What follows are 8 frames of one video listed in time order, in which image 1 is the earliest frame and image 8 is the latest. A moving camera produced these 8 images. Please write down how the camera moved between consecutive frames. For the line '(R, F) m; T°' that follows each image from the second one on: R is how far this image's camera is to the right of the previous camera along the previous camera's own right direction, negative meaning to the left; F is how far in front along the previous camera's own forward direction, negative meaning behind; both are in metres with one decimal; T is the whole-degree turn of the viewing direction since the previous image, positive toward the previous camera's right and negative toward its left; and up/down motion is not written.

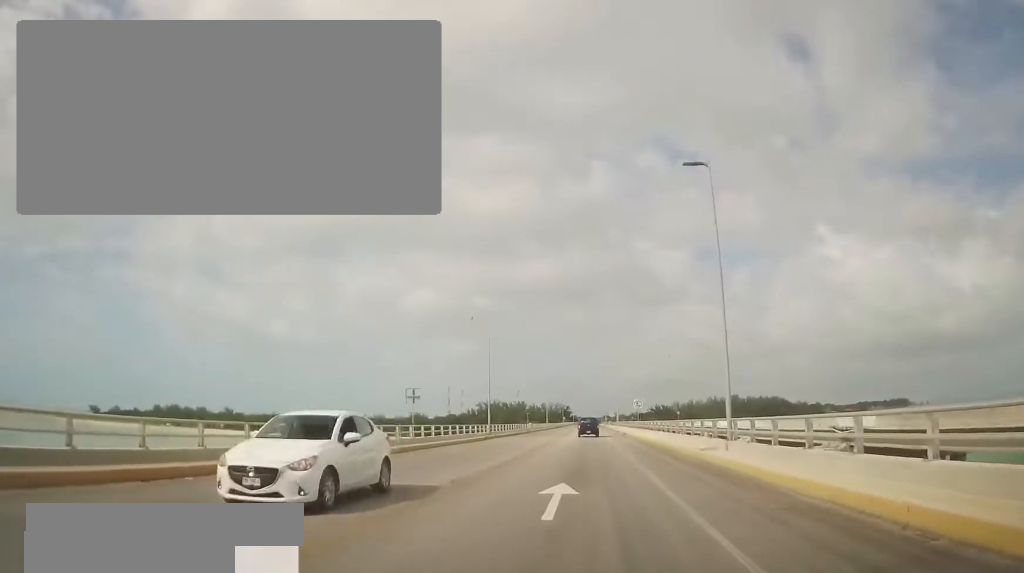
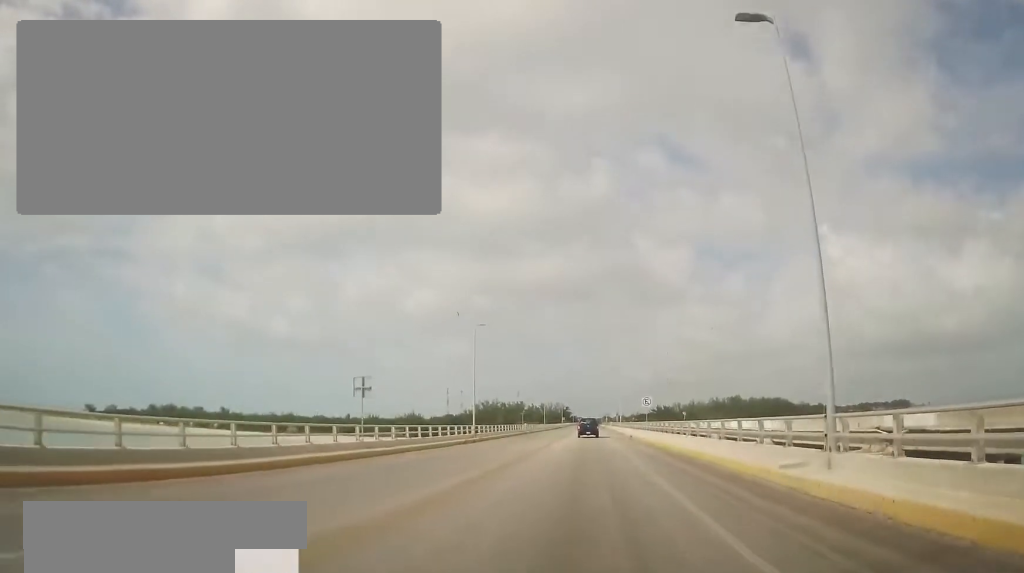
(-0.1, +8.2) m; +1°
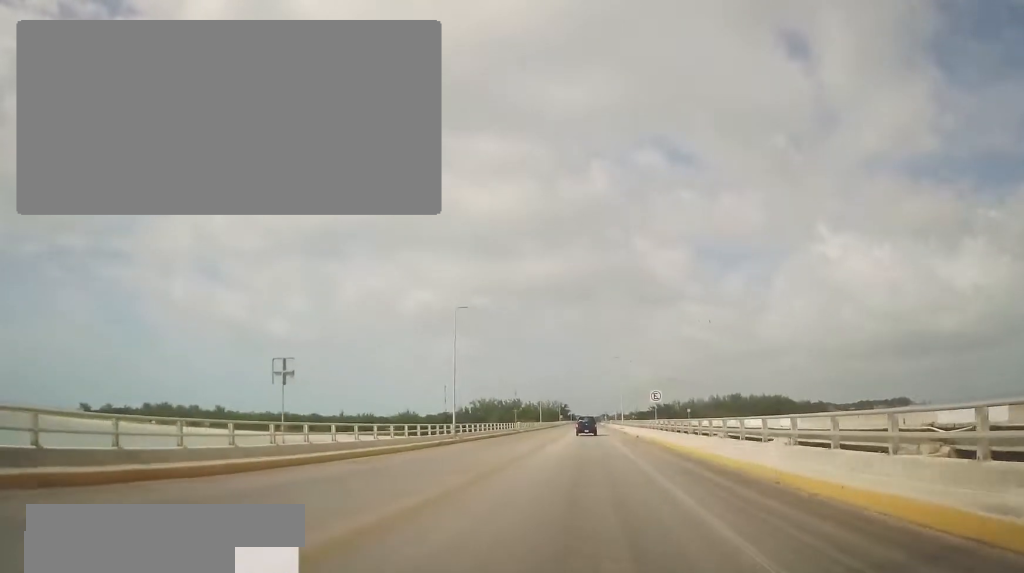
(+0.3, +7.4) m; 0°
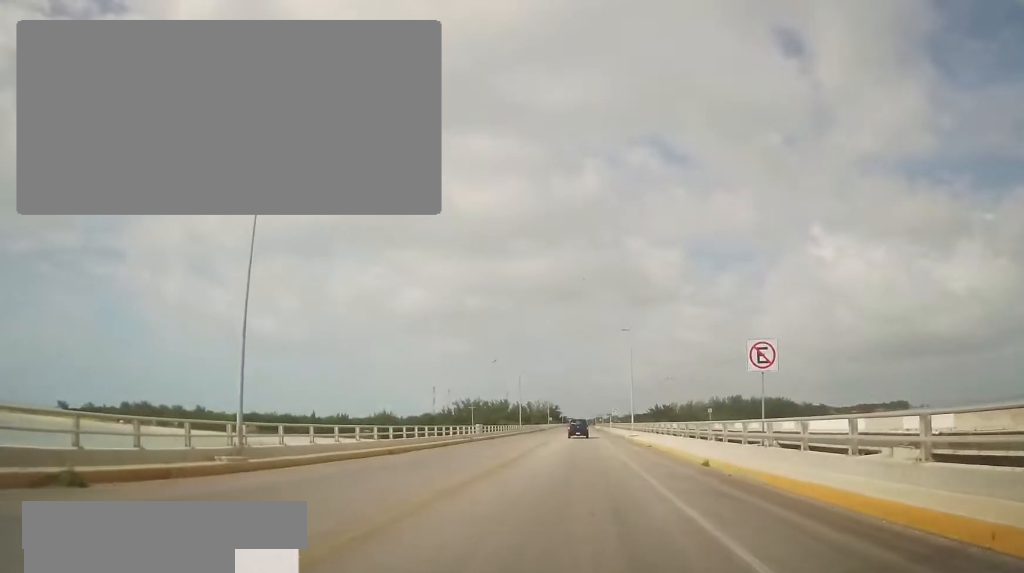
(0.0, +27.7) m; 0°
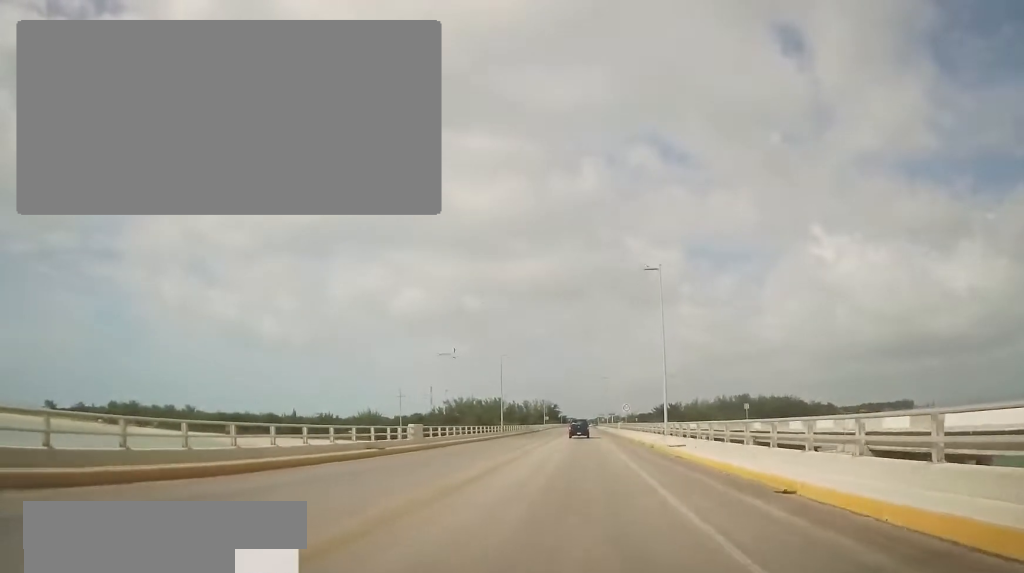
(+0.4, +22.2) m; +1°
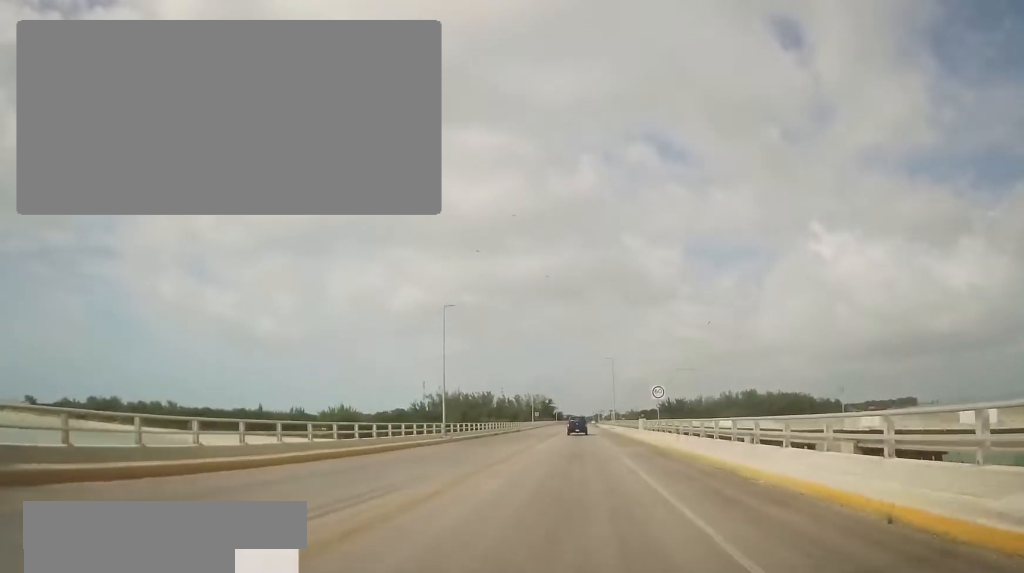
(0.0, +30.0) m; -1°
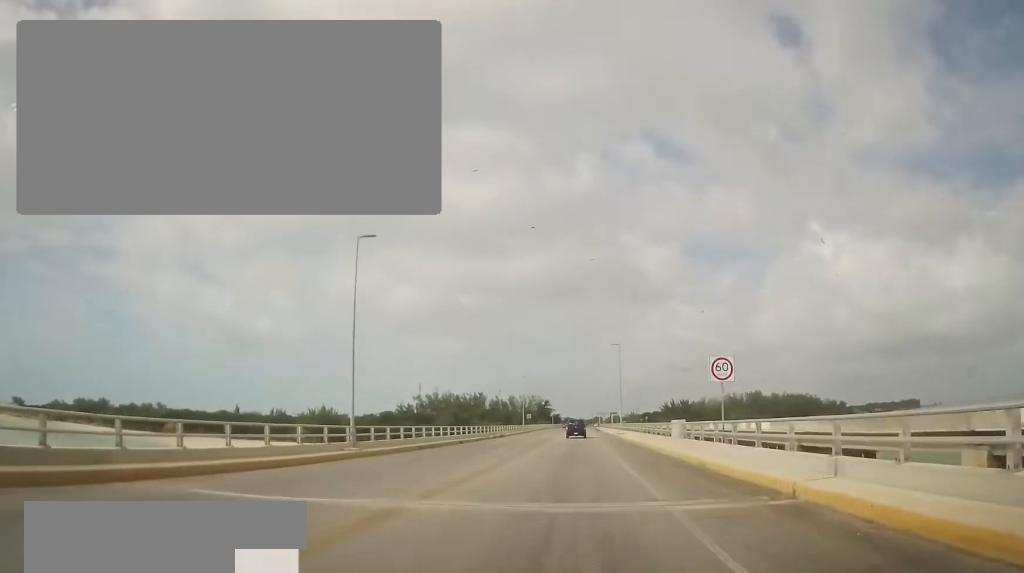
(-0.2, +17.6) m; -1°
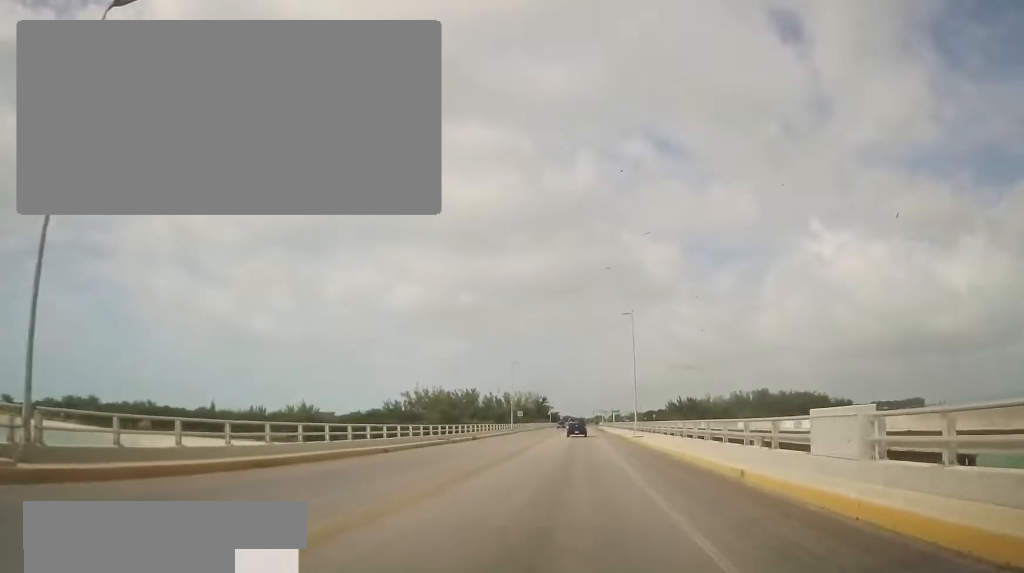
(-0.1, +17.7) m; +1°
